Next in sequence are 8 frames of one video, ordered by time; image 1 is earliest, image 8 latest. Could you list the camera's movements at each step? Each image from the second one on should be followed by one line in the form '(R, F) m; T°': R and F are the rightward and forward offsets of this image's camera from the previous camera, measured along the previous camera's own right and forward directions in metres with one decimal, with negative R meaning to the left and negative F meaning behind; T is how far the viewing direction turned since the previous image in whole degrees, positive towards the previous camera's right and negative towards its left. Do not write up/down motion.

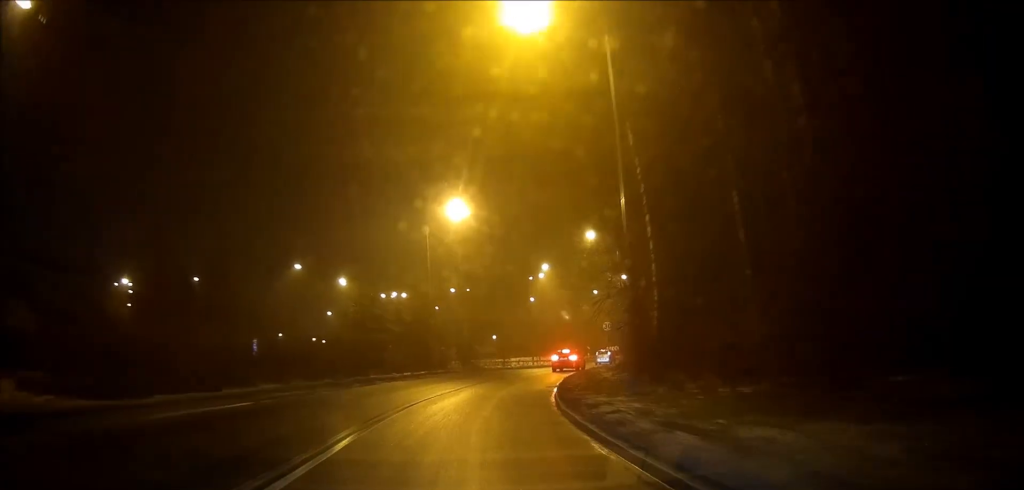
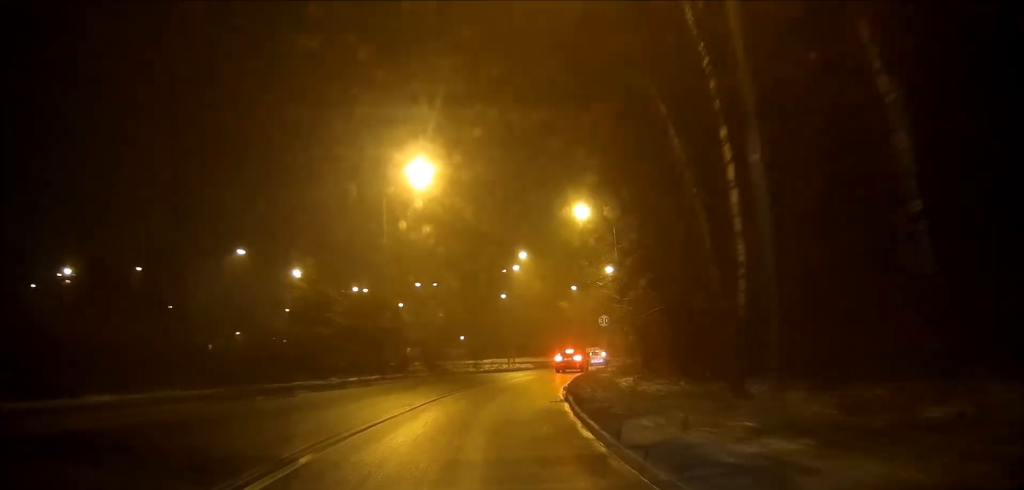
(+0.1, +9.1) m; +2°
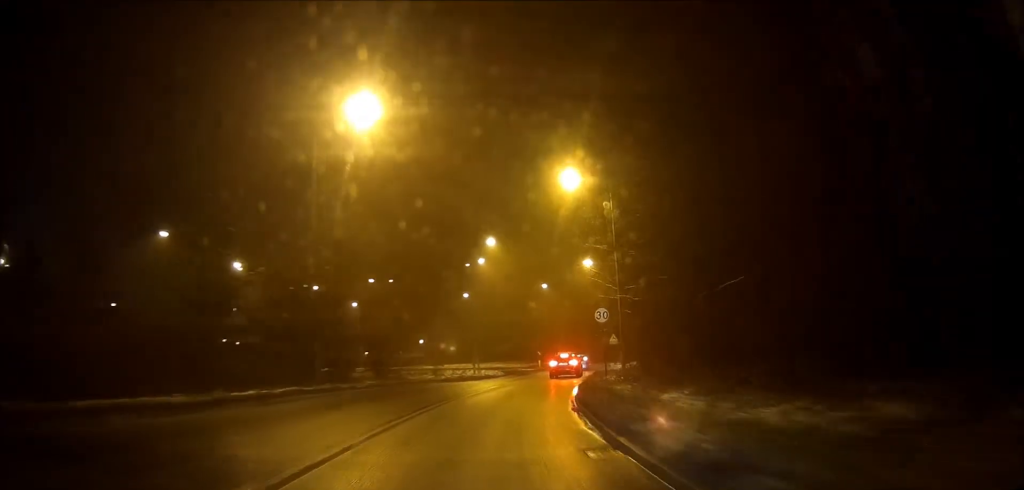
(+0.2, +9.5) m; +2°
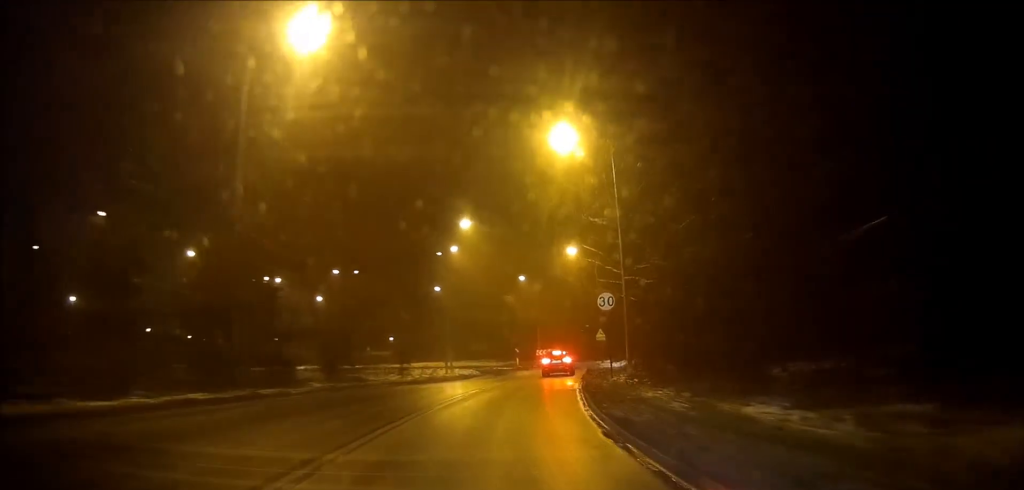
(0.0, +6.4) m; +2°
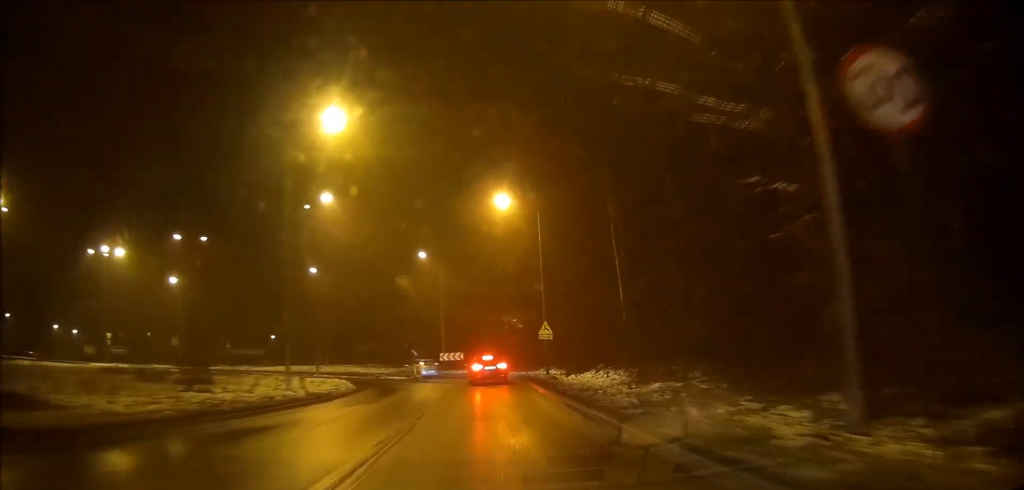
(+1.4, +22.2) m; +8°
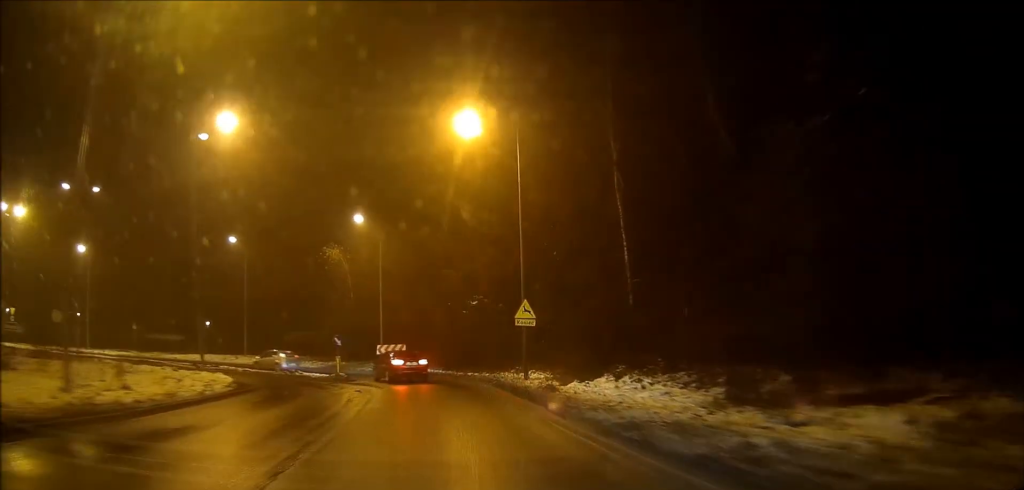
(+0.6, +13.4) m; +6°
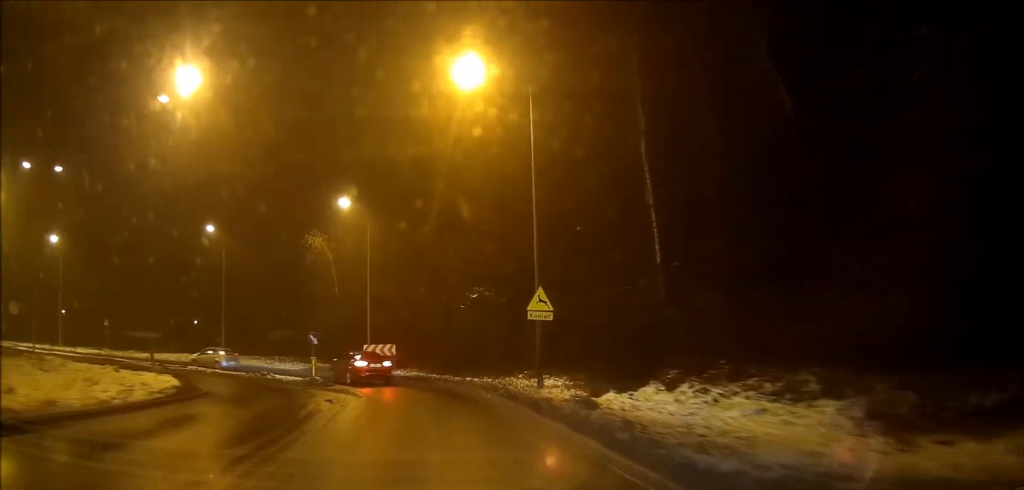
(0.0, +5.6) m; +3°
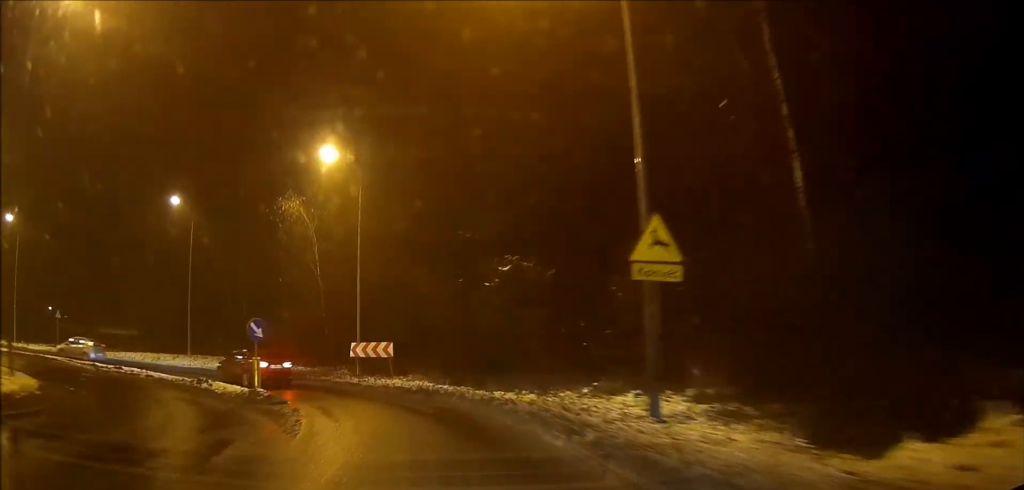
(+0.5, +10.8) m; -10°
